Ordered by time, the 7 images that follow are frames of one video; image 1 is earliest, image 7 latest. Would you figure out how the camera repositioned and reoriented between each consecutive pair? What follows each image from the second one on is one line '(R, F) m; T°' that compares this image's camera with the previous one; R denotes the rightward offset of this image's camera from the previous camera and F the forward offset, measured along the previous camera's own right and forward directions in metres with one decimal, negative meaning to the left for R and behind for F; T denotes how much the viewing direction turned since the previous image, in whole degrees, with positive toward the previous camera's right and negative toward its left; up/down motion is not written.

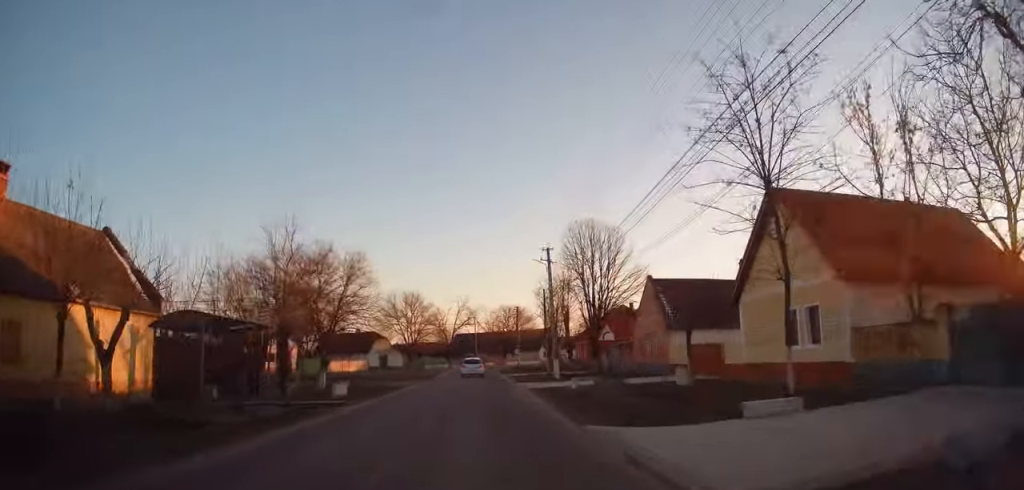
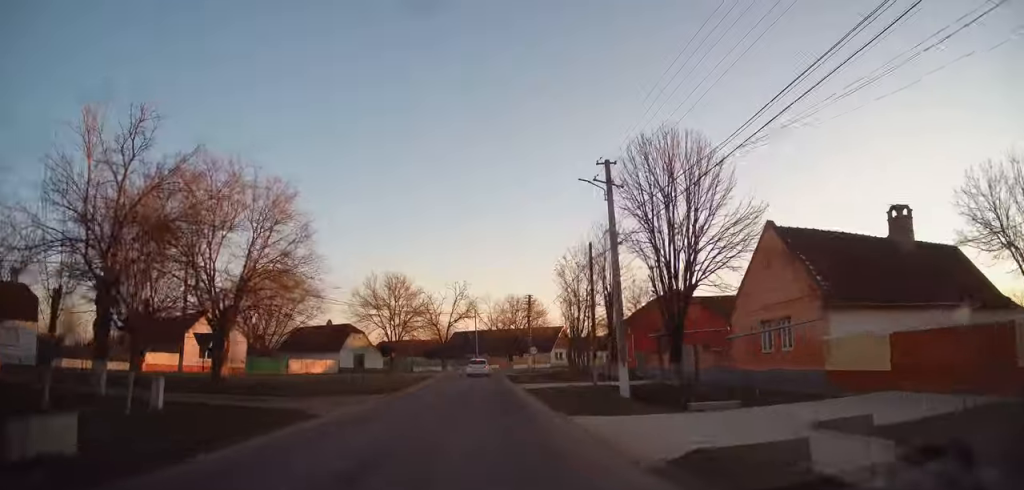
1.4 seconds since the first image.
(-0.3, +16.1) m; -2°
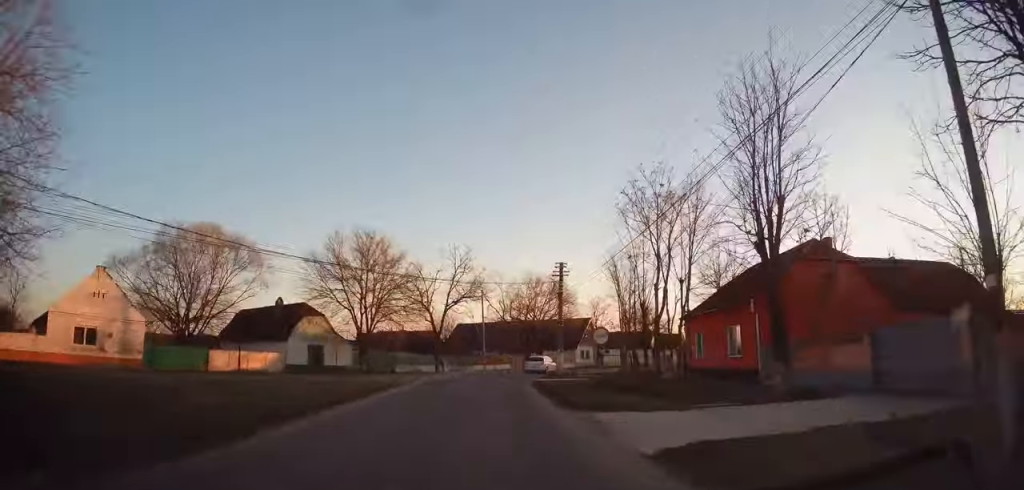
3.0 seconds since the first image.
(+0.1, +18.7) m; +2°
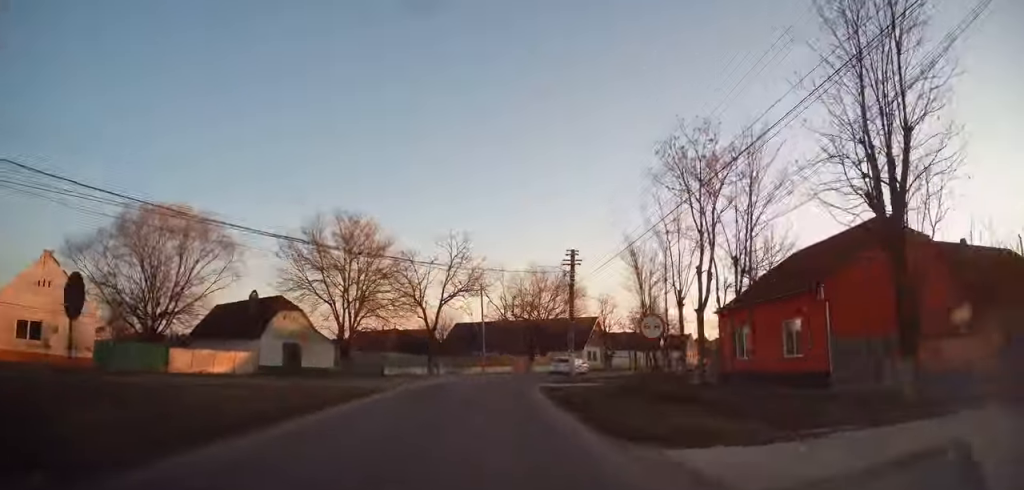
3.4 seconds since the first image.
(0.0, +5.5) m; -1°
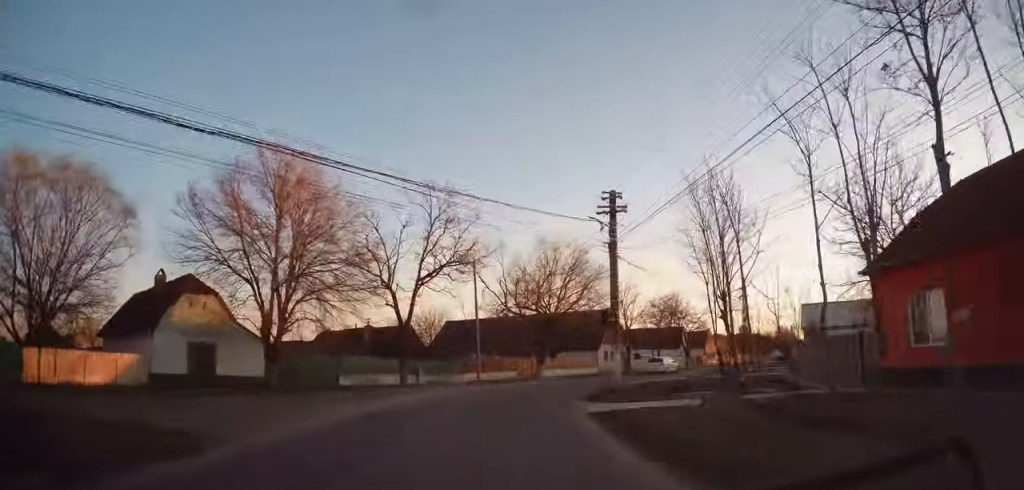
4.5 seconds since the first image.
(-0.2, +12.5) m; -1°
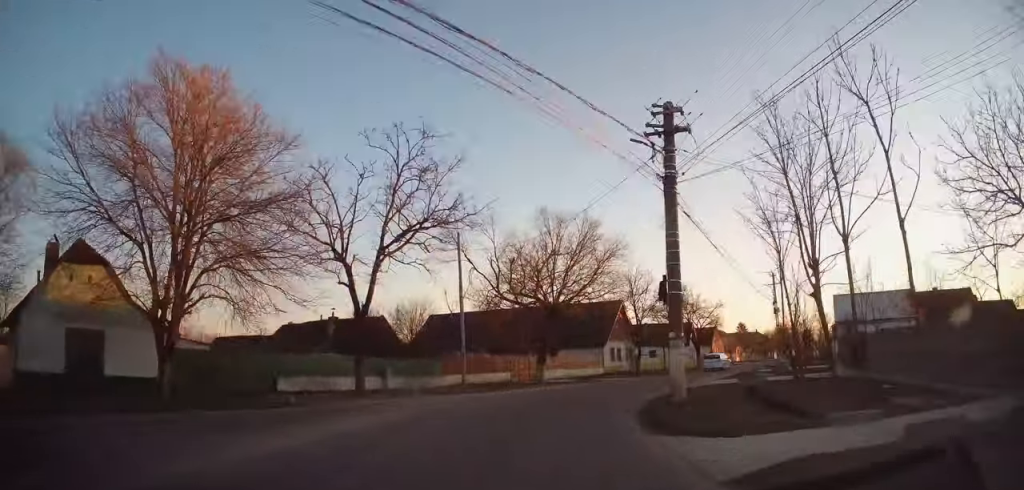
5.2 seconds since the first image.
(-0.1, +8.2) m; +2°
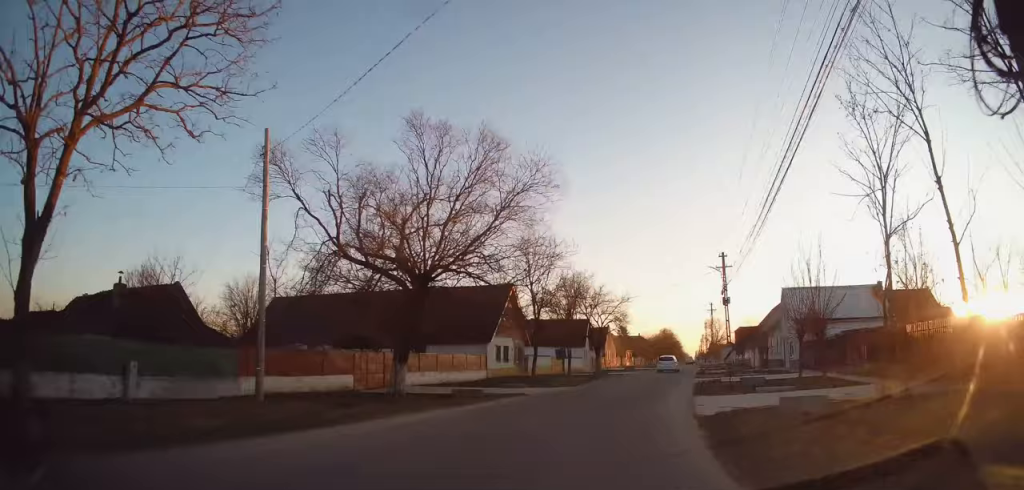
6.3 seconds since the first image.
(+0.7, +12.6) m; +9°
